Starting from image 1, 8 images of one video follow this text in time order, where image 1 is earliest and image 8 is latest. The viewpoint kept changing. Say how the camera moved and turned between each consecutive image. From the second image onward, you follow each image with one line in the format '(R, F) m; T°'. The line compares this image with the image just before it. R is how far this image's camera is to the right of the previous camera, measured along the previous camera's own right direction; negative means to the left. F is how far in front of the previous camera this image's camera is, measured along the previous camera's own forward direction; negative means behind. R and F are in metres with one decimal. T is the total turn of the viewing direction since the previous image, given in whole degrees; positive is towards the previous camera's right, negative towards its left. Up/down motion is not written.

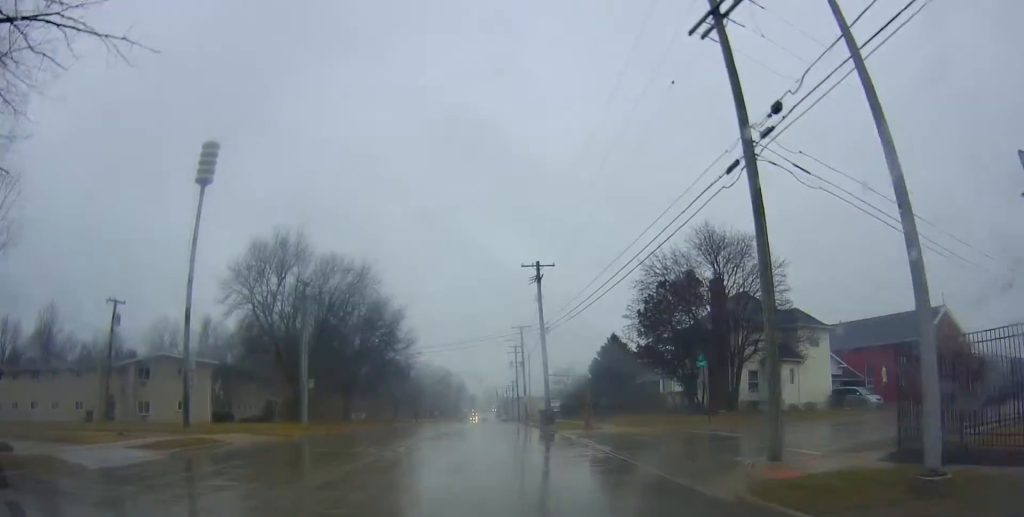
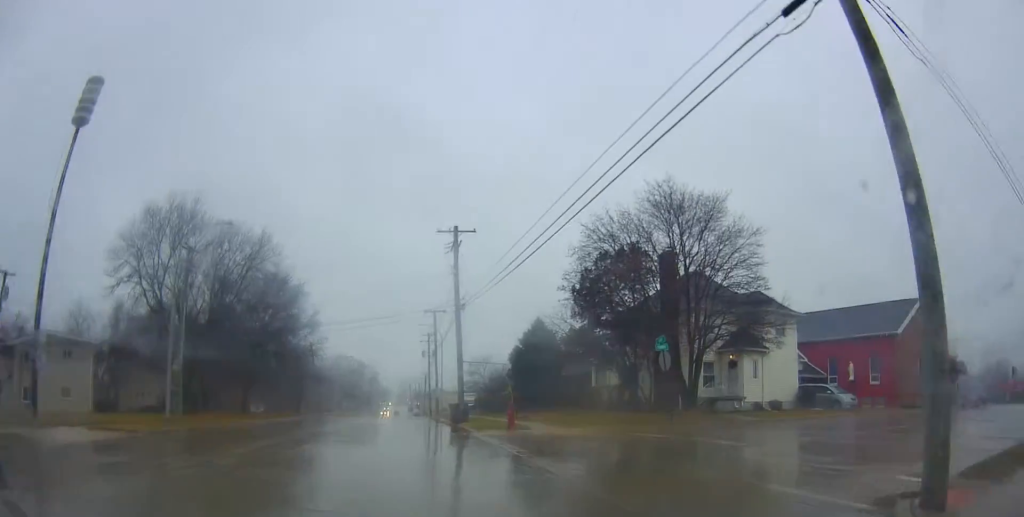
(0.0, +7.2) m; +8°
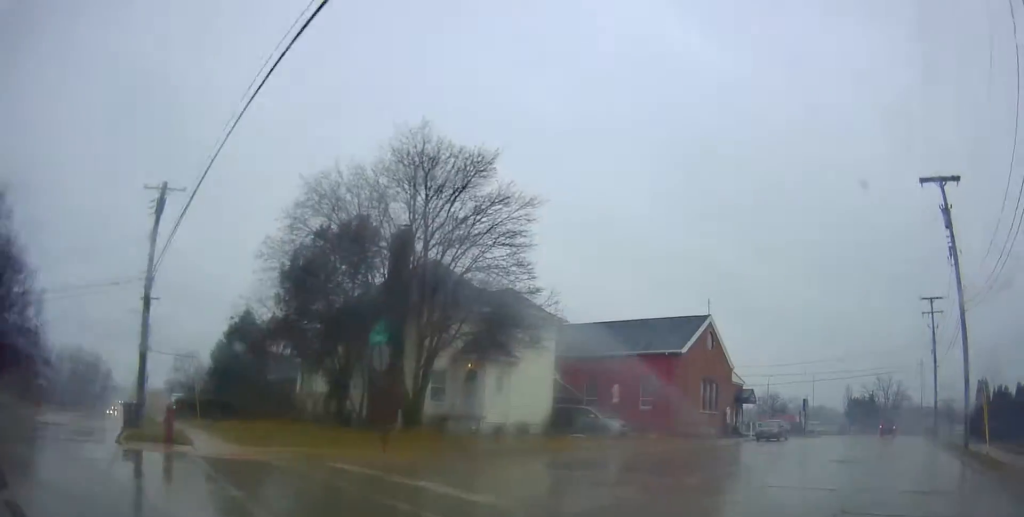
(+1.5, +6.7) m; +32°
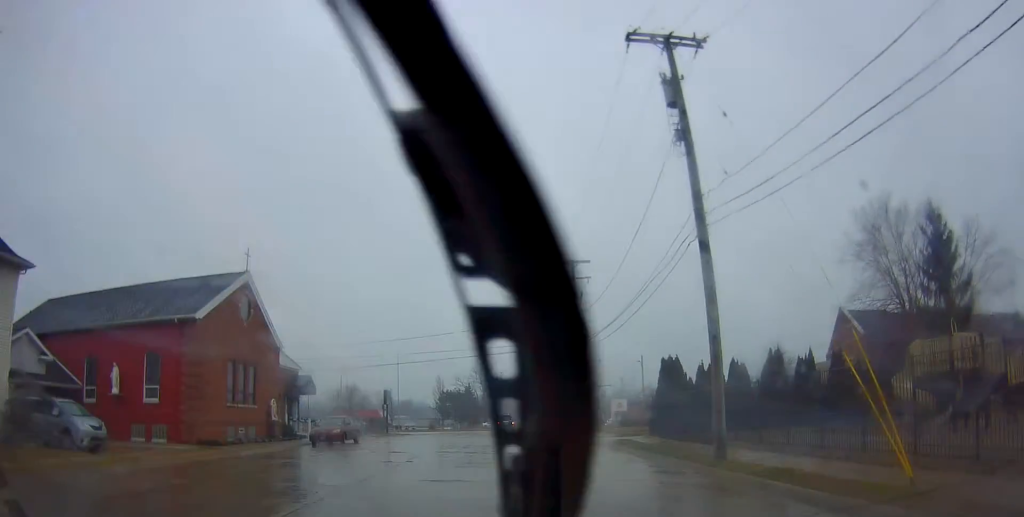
(+4.7, +11.2) m; +35°
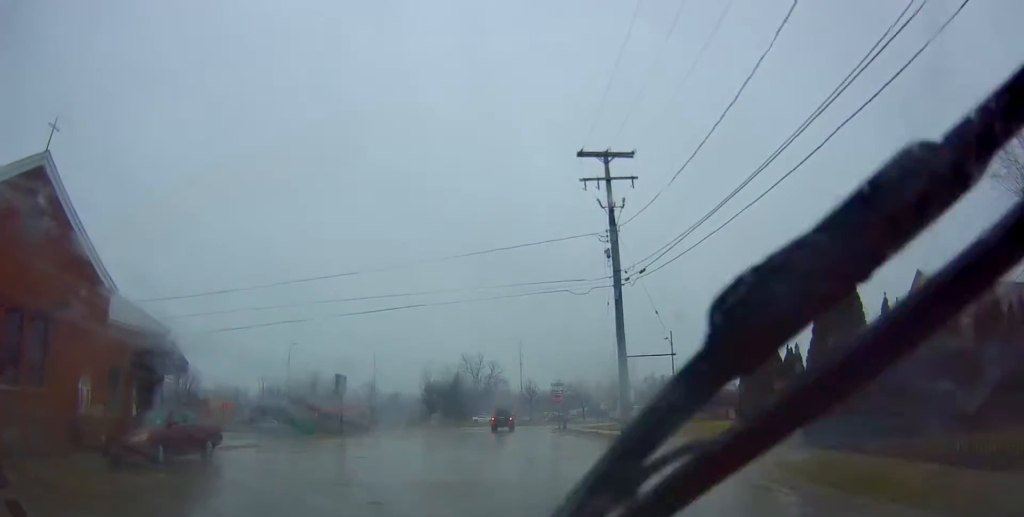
(+1.0, +16.3) m; +3°
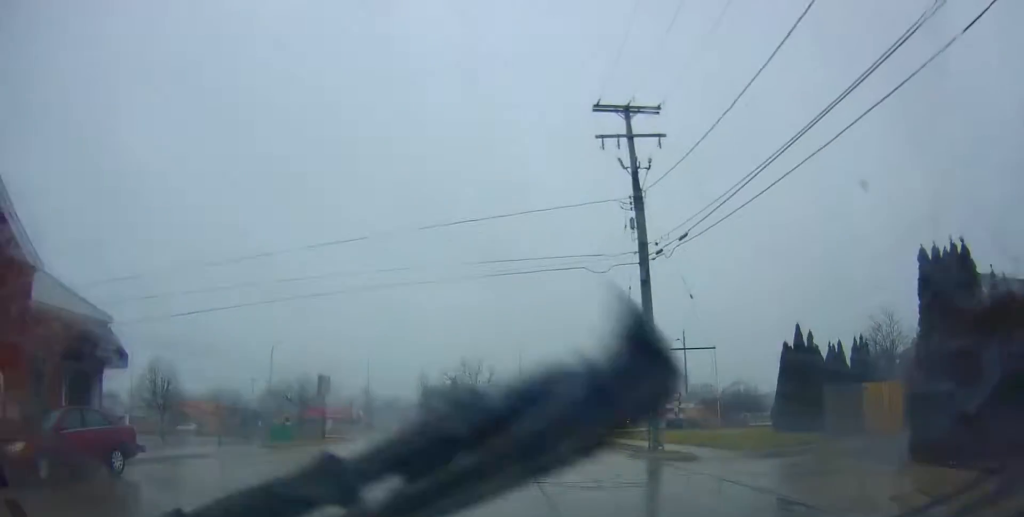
(-0.2, +4.5) m; -1°
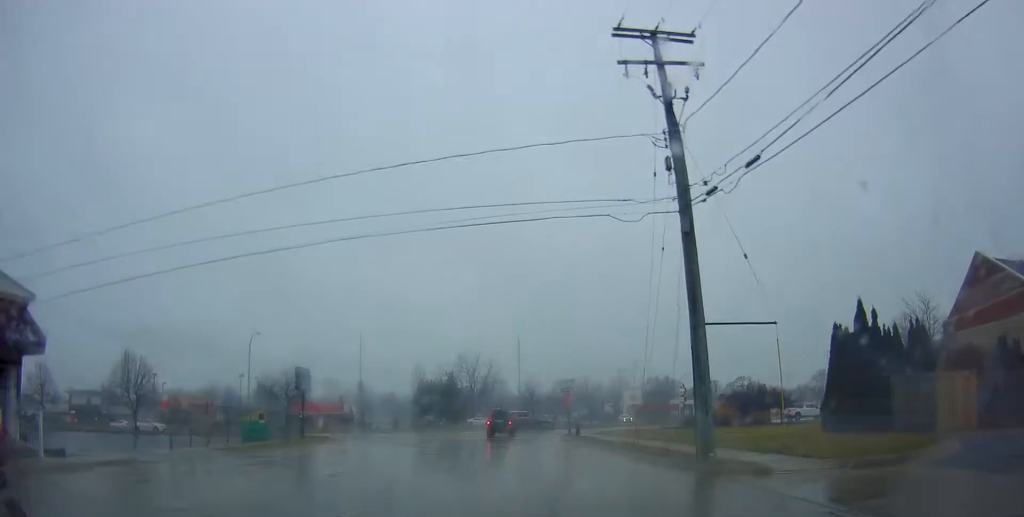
(-0.1, +4.5) m; -1°
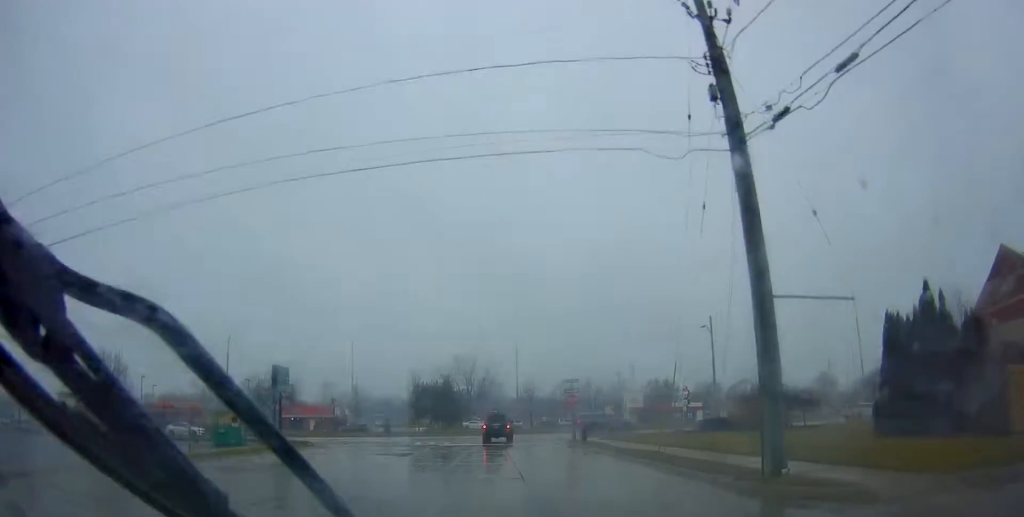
(0.0, +3.8) m; 0°
